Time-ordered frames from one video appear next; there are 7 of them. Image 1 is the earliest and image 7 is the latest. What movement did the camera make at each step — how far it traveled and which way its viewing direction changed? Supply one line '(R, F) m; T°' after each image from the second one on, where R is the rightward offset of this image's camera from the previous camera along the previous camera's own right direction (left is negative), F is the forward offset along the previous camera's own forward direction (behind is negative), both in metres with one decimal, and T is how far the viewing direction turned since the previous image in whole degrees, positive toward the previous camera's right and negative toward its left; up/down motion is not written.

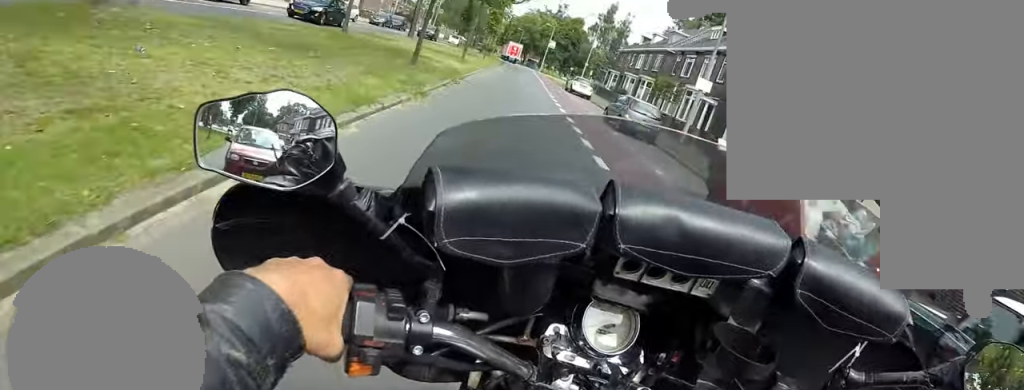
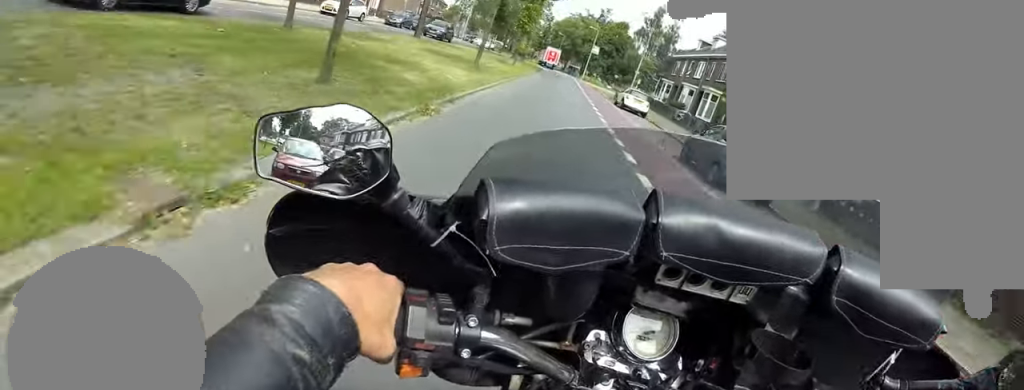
(-0.2, +6.8) m; -1°
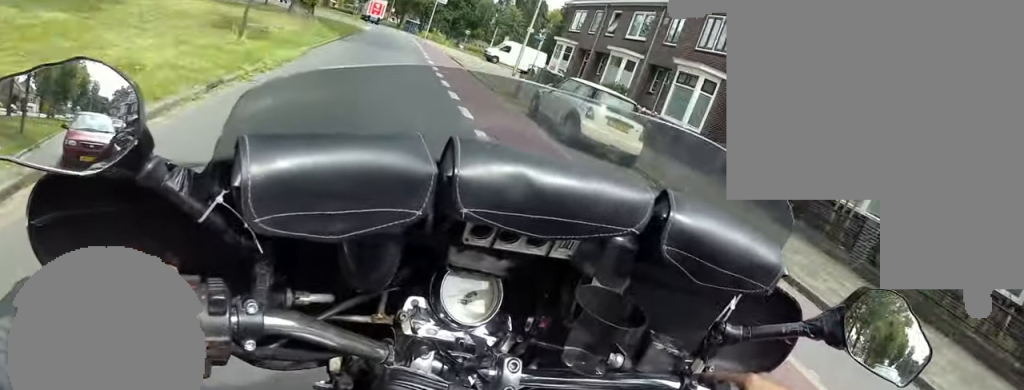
(-0.2, +18.5) m; 0°
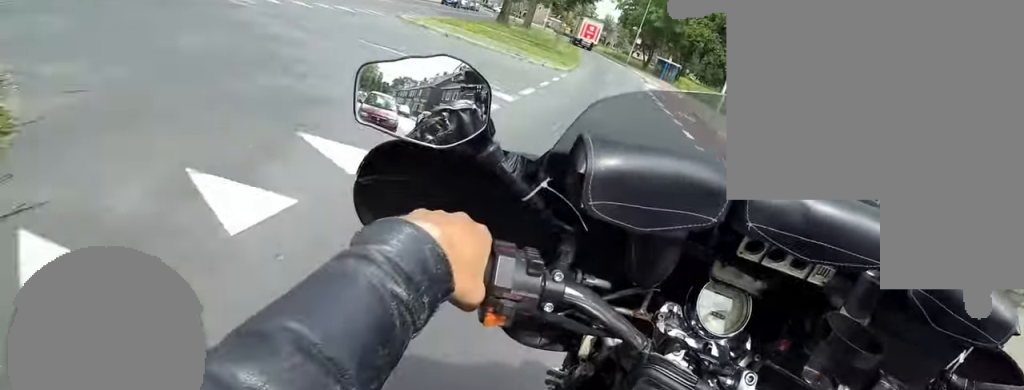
(+0.3, +32.6) m; 0°
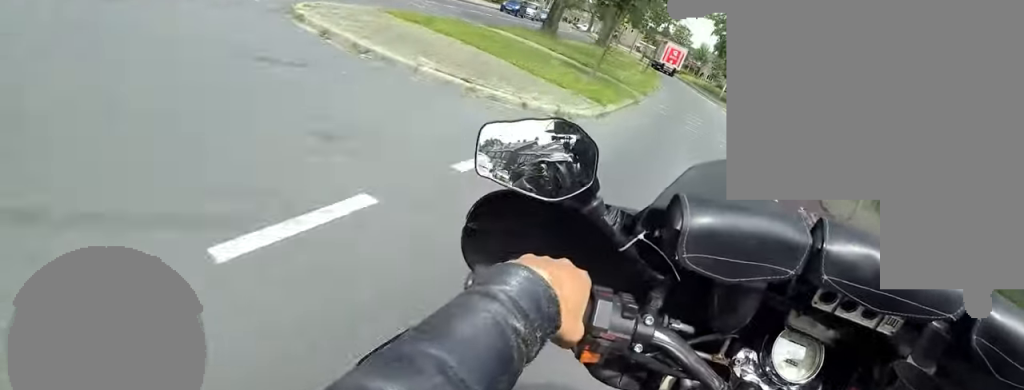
(+0.2, +8.7) m; -1°
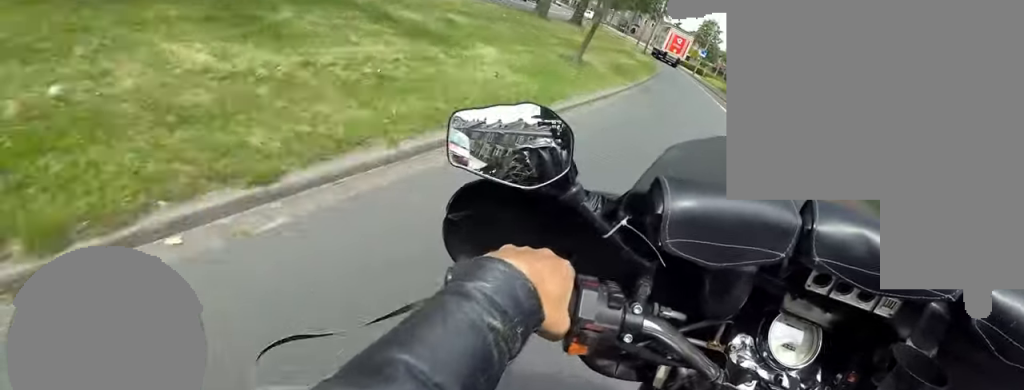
(-1.3, +16.9) m; -8°
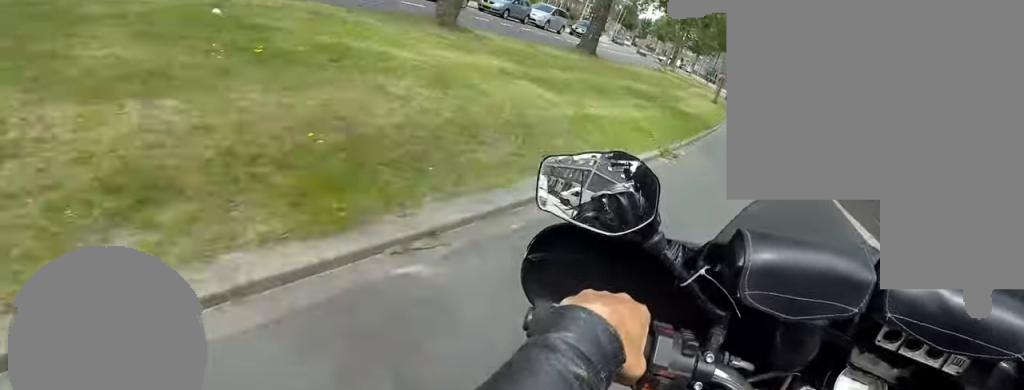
(-0.7, +11.3) m; -3°
